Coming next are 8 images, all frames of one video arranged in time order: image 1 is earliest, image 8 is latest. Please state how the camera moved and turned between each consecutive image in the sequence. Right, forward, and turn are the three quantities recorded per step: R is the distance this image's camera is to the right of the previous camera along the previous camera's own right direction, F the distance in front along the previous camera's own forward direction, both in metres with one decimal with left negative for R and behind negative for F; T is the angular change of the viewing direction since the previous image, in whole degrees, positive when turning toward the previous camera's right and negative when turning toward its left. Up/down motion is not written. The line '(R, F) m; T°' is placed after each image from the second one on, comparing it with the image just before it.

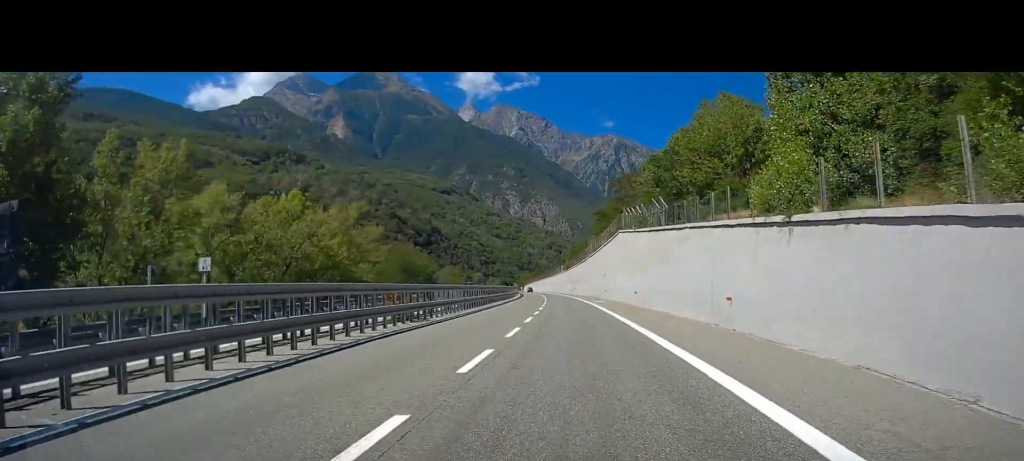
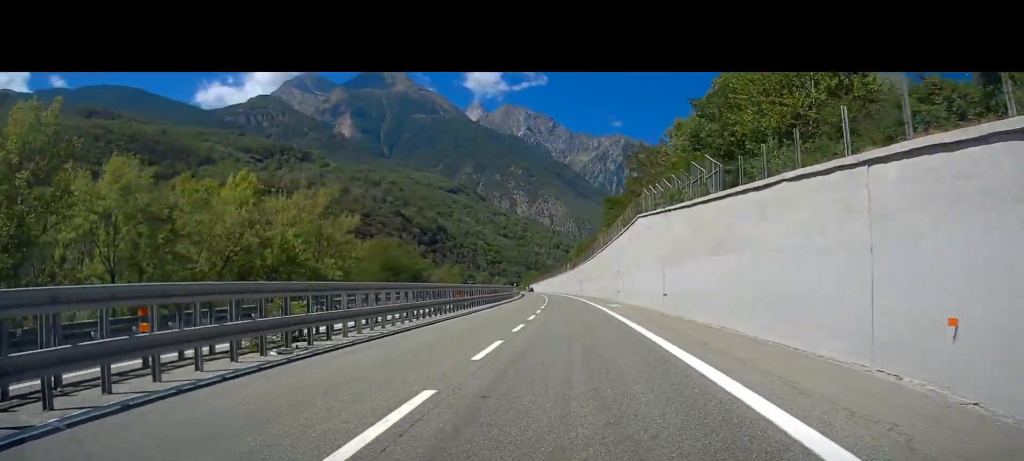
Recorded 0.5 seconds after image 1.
(-0.1, +10.2) m; 0°
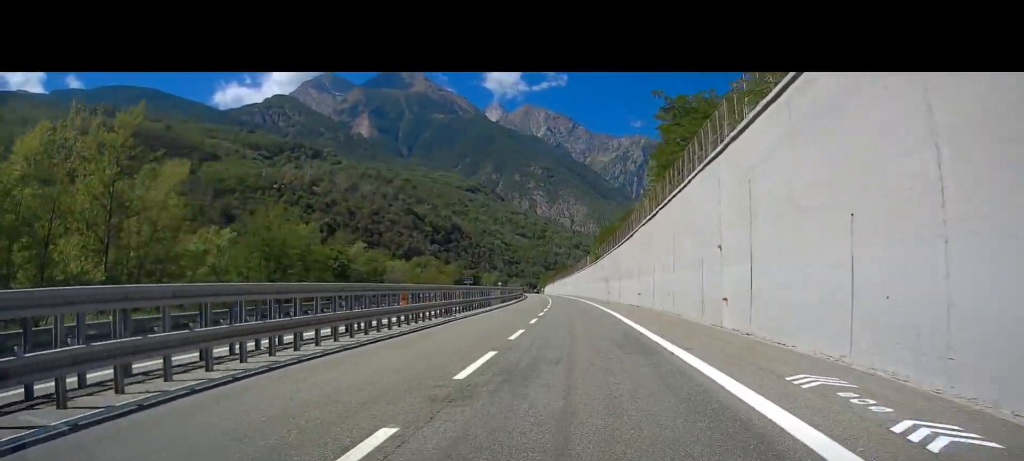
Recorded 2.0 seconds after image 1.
(+0.3, +34.1) m; 0°
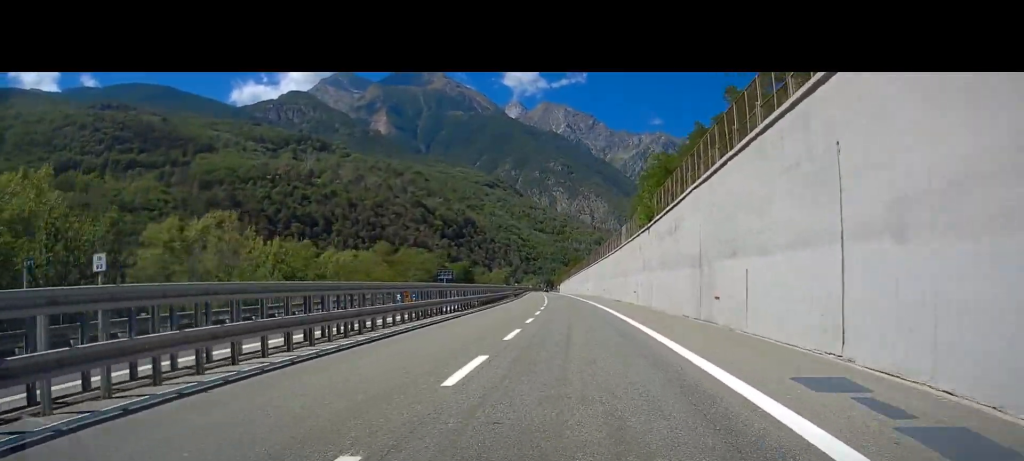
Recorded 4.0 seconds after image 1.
(-1.9, +56.5) m; -3°
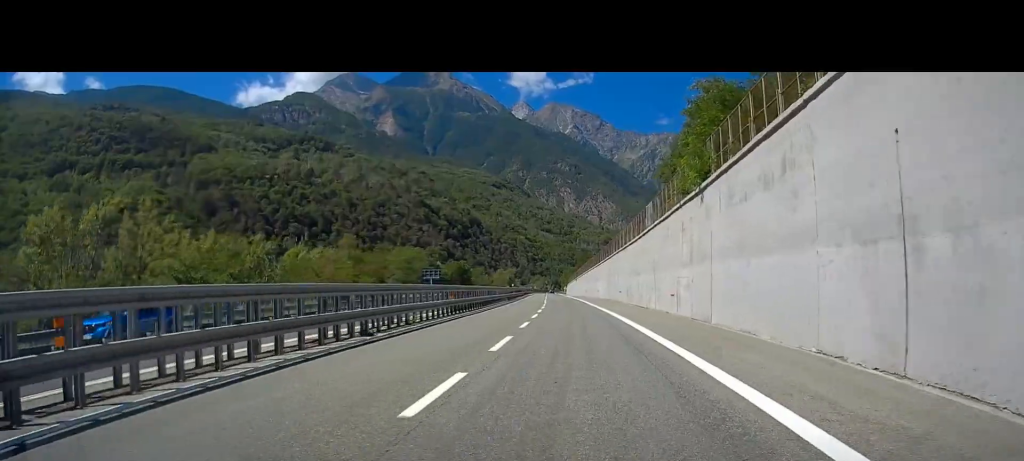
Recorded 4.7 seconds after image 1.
(-0.1, +16.8) m; -1°
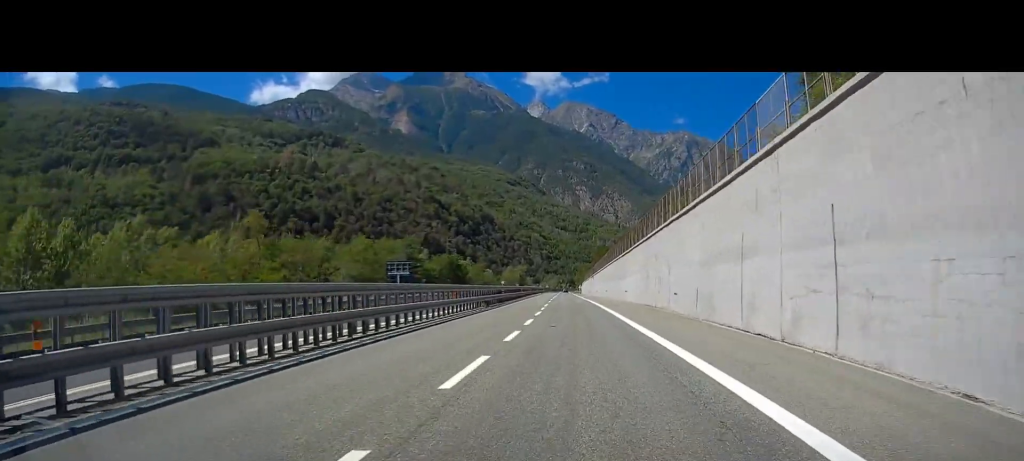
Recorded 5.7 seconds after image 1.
(-0.4, +26.5) m; -2°
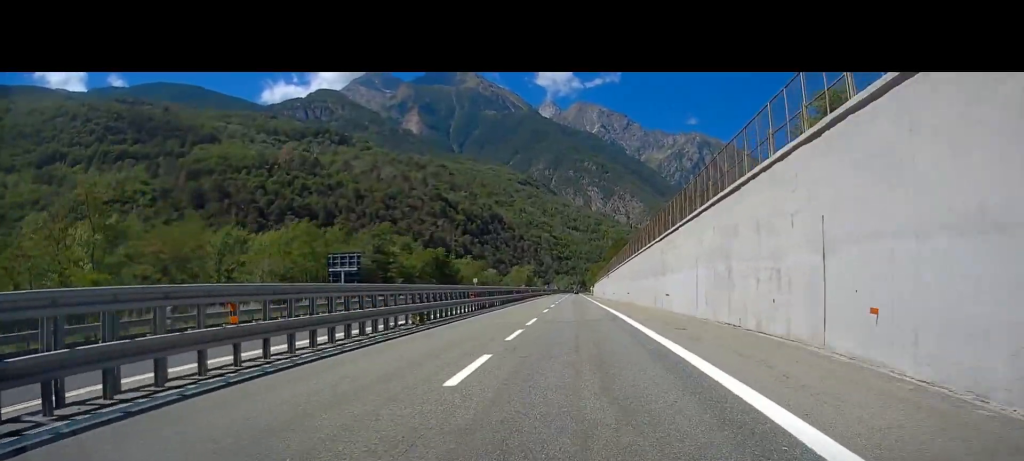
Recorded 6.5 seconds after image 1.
(-0.3, +23.3) m; -1°
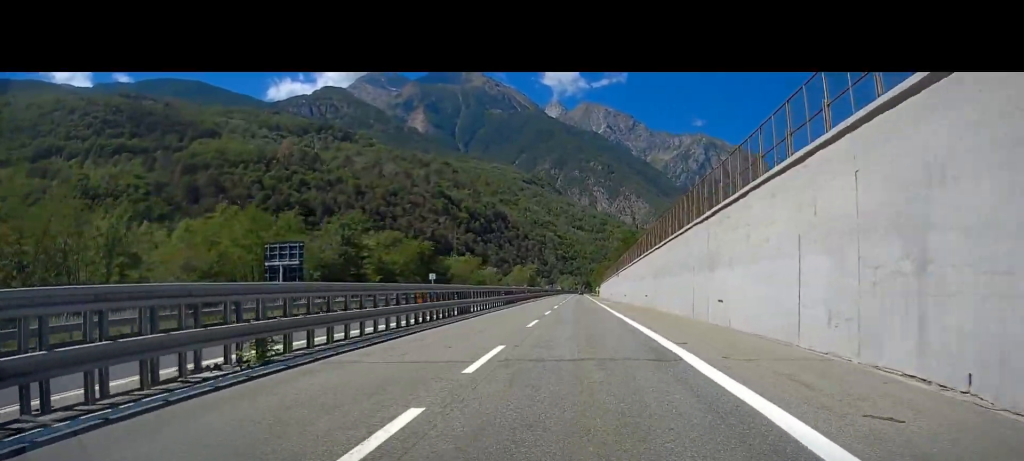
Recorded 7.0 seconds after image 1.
(-0.1, +14.8) m; 0°
